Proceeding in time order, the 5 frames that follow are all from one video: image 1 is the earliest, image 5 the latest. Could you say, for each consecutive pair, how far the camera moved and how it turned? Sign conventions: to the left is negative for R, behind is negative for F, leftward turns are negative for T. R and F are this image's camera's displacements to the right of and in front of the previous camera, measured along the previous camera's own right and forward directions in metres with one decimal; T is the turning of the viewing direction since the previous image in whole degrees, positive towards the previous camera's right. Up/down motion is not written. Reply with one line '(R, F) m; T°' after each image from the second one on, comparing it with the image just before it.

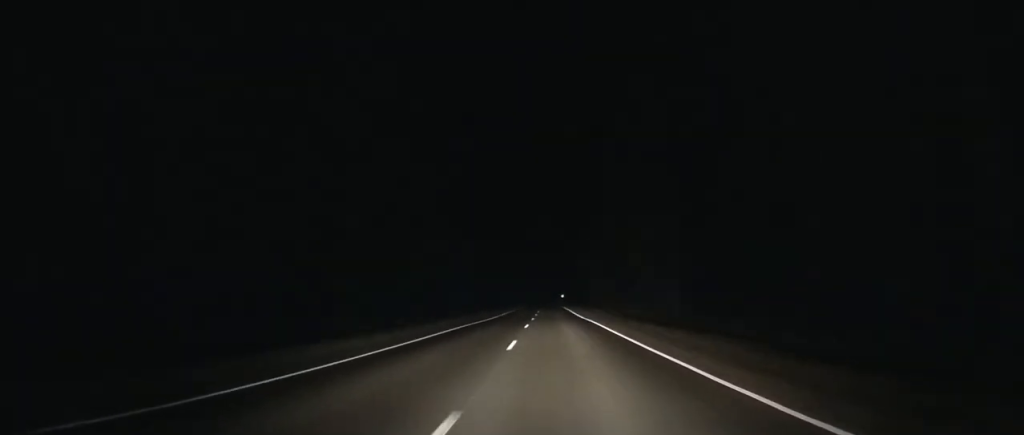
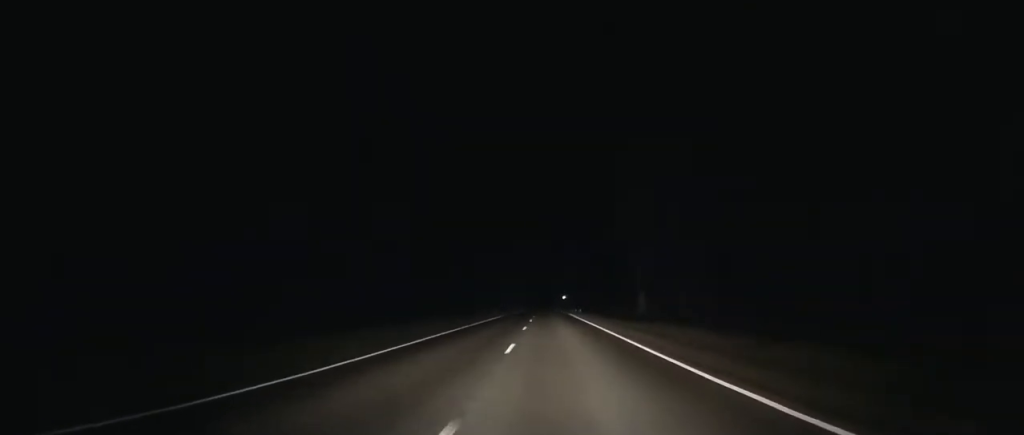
(-0.2, +74.7) m; 0°
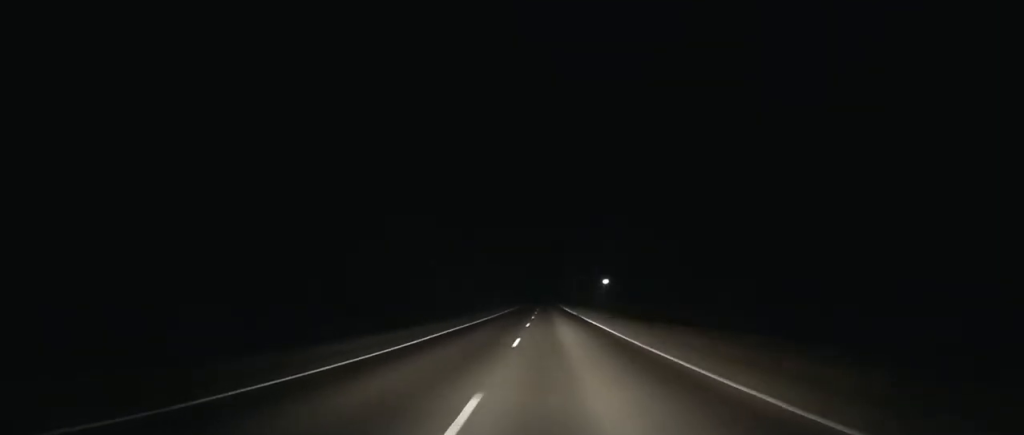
(-1.4, +152.2) m; -1°
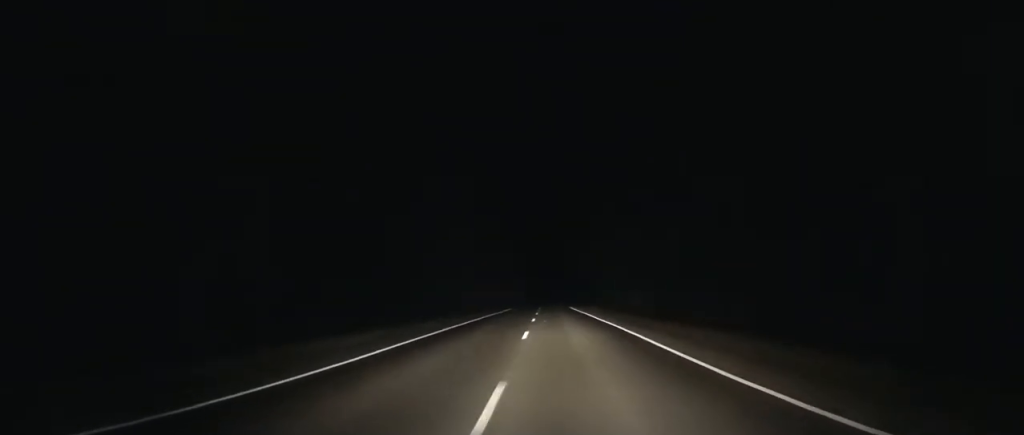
(+0.4, +189.3) m; 0°
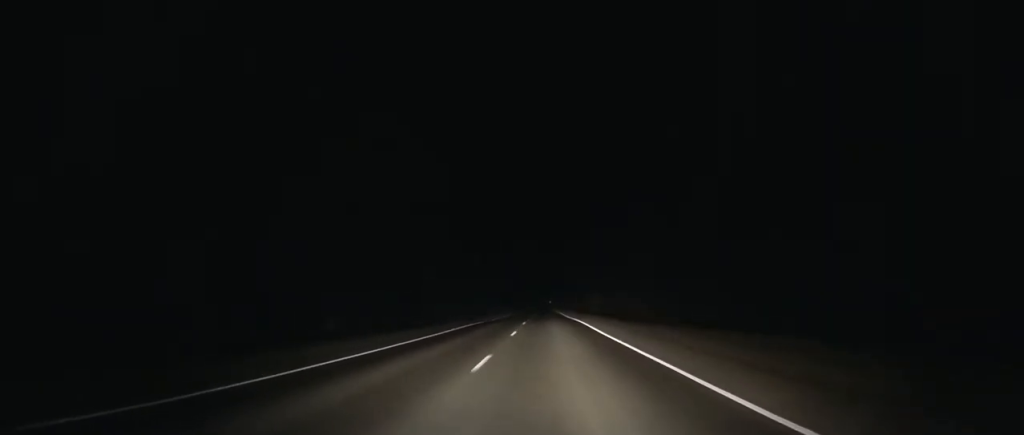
(+0.8, +188.5) m; 0°
